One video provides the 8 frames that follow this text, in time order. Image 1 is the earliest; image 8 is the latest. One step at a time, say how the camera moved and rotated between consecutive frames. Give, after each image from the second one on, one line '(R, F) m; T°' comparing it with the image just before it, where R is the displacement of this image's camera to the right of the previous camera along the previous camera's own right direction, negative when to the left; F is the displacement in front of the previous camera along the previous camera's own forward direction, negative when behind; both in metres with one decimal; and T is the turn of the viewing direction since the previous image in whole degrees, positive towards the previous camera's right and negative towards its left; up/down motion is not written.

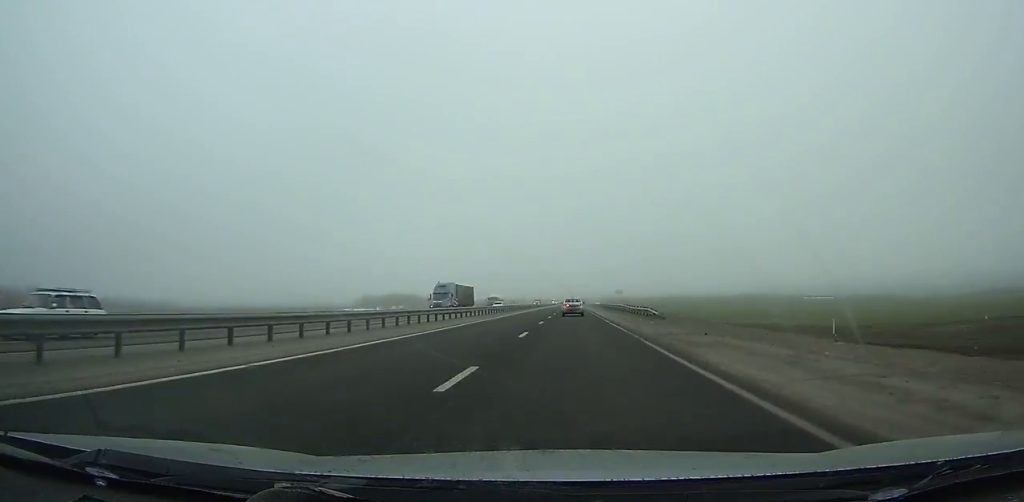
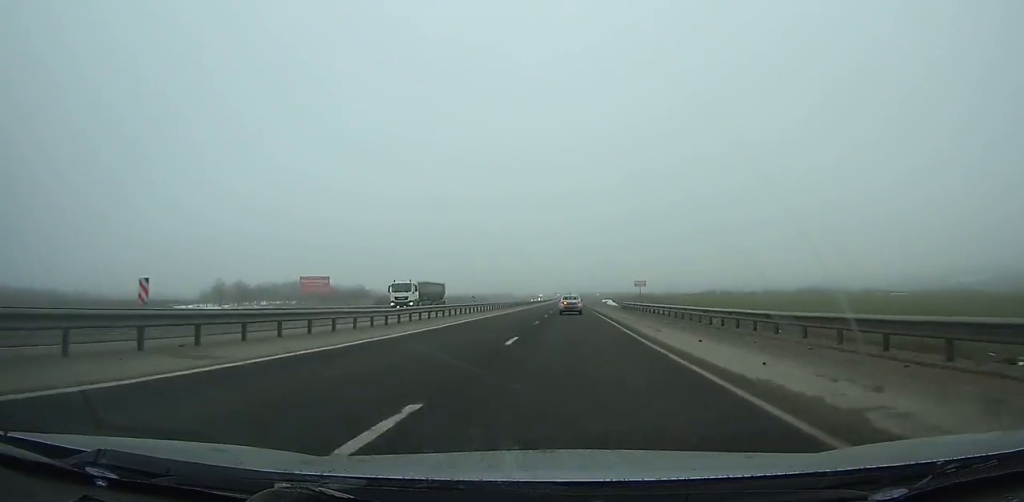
(-0.3, +112.2) m; 0°
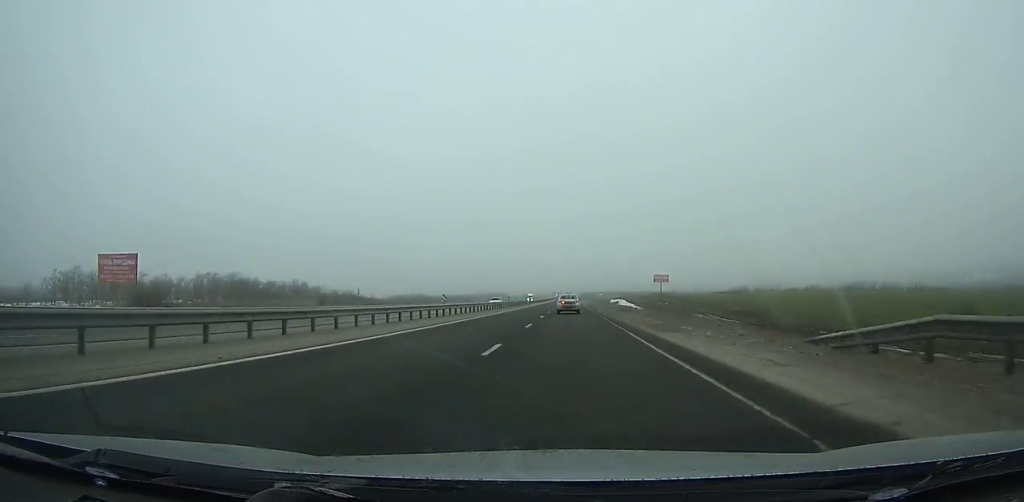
(0.0, +51.6) m; 0°
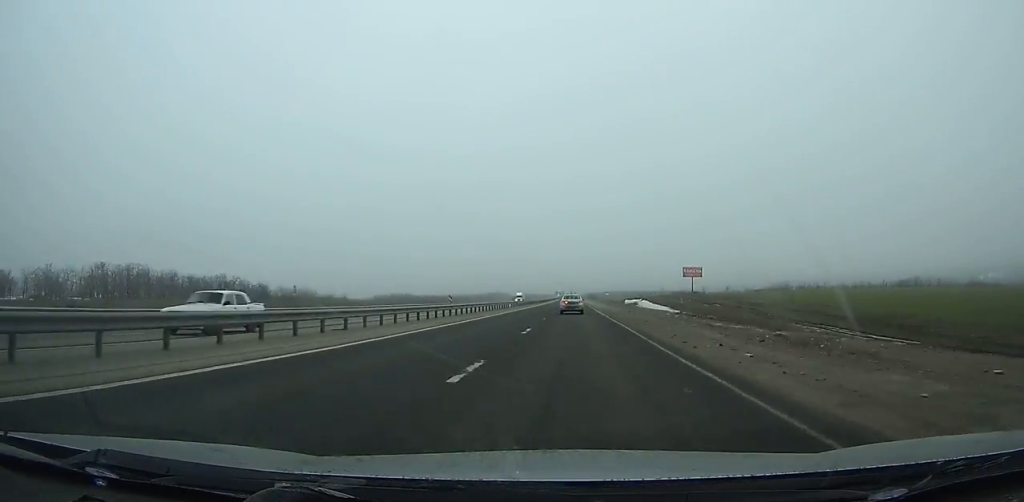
(0.0, +39.9) m; 0°
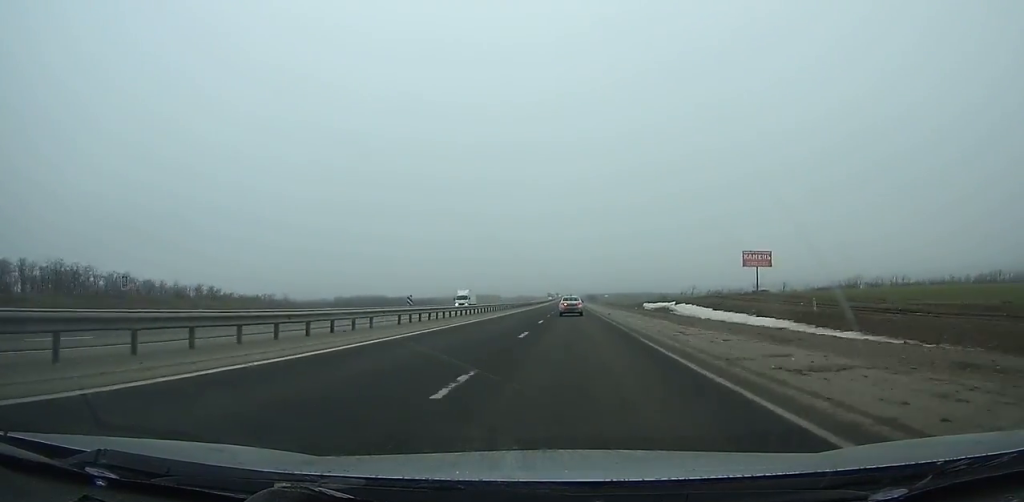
(0.0, +48.5) m; 0°
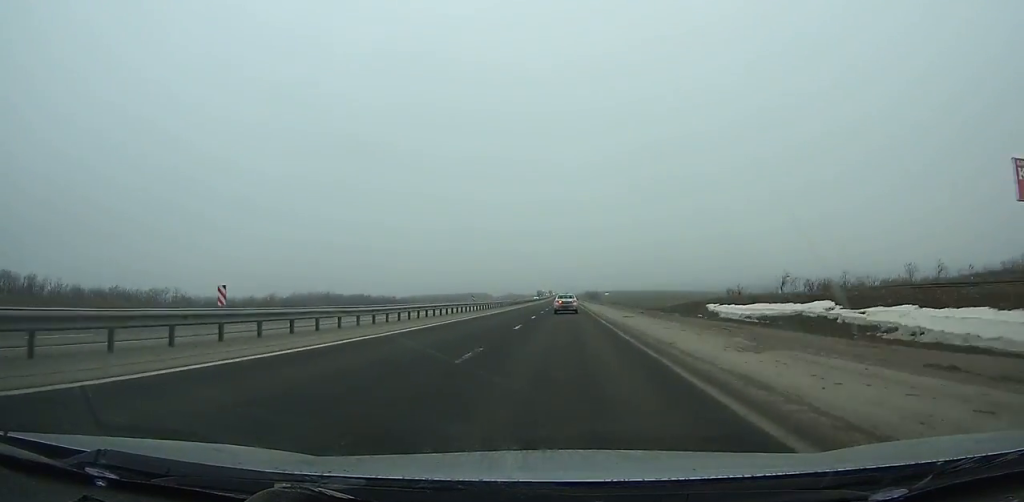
(-0.1, +56.9) m; 0°
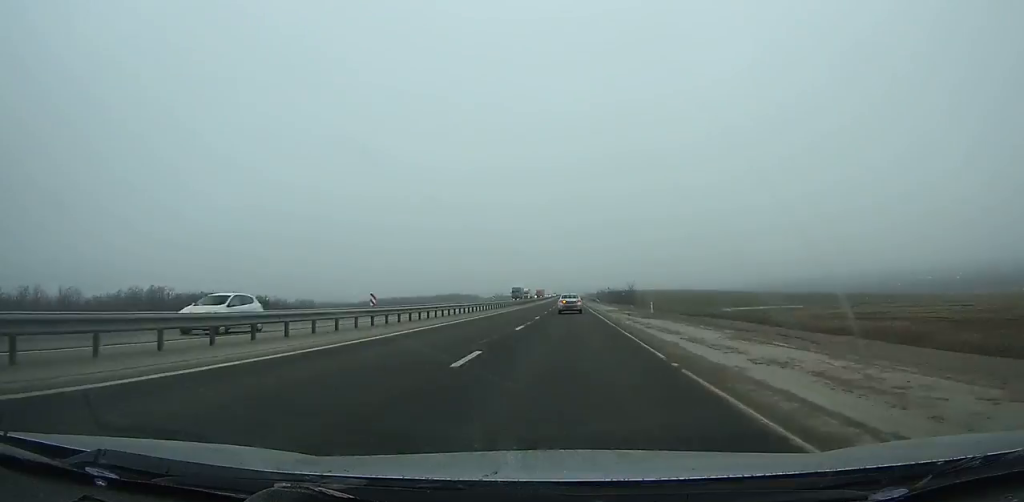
(-0.2, +108.0) m; 0°
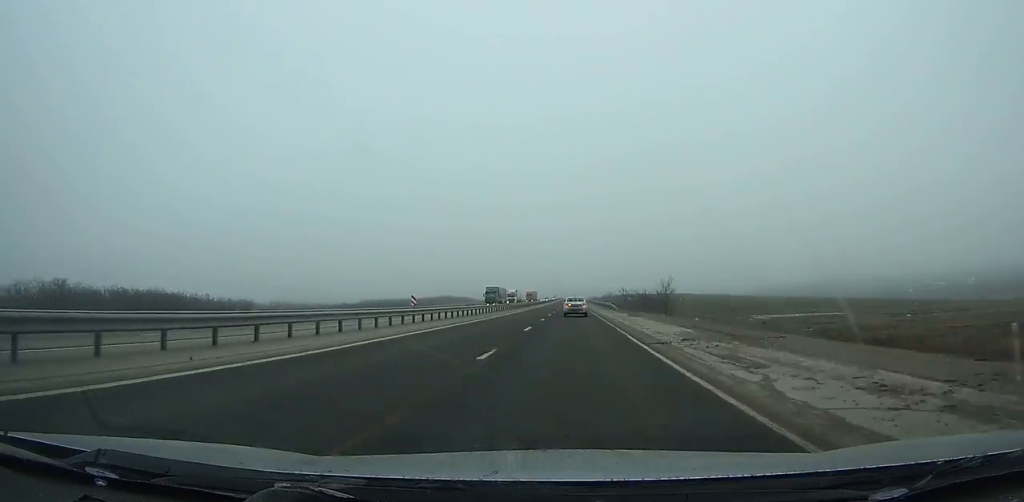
(0.0, +34.1) m; 0°
